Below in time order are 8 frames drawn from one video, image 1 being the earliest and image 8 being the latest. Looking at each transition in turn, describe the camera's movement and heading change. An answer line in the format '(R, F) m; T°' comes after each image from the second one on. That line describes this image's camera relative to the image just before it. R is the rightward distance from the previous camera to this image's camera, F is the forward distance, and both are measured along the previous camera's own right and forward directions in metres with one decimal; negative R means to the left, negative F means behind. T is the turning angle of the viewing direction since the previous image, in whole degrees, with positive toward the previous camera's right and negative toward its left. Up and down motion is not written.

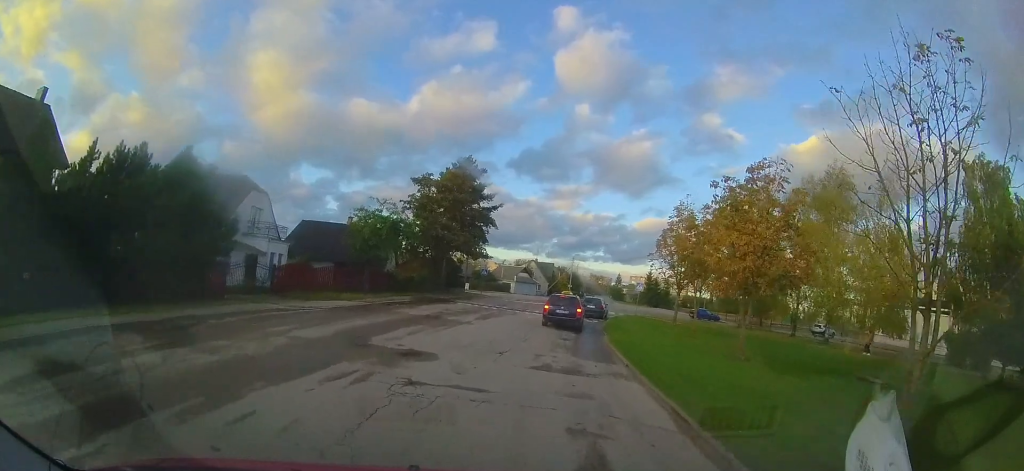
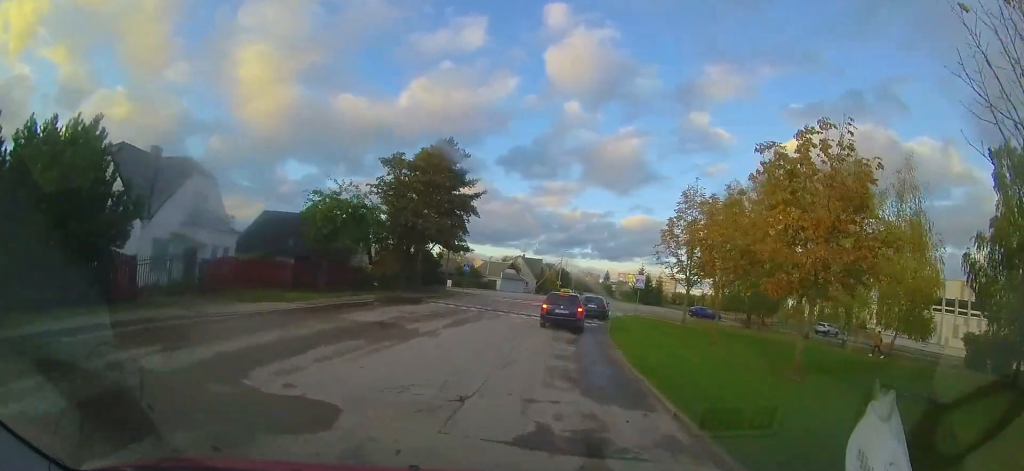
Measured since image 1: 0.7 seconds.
(-0.1, +3.6) m; -1°
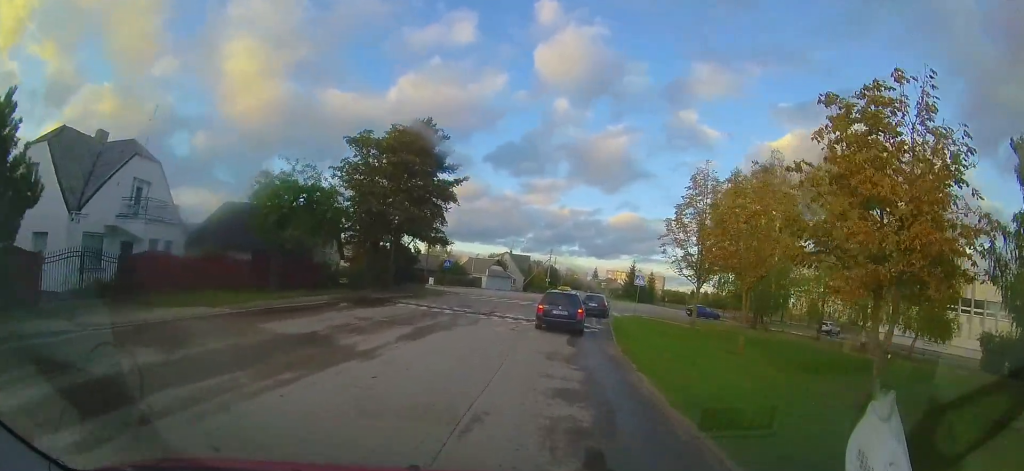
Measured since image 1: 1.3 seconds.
(0.0, +3.0) m; +1°
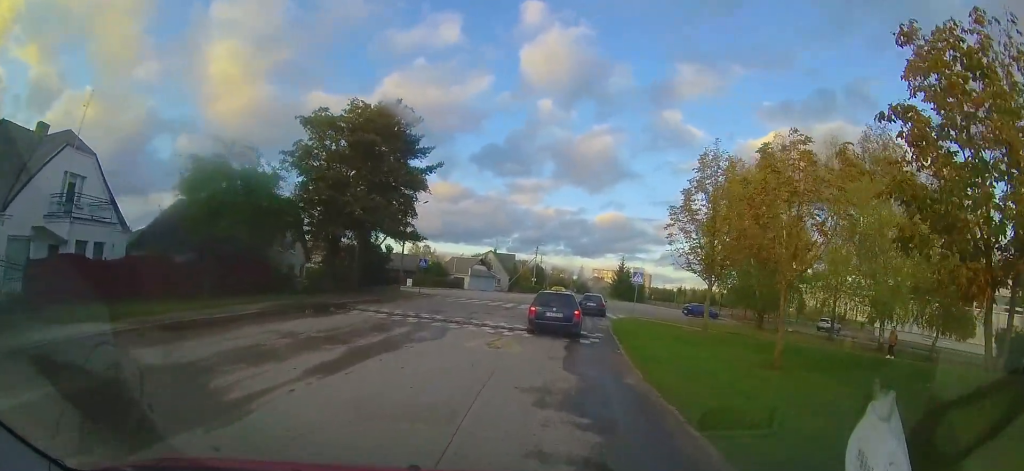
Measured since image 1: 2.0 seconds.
(0.0, +3.3) m; +2°
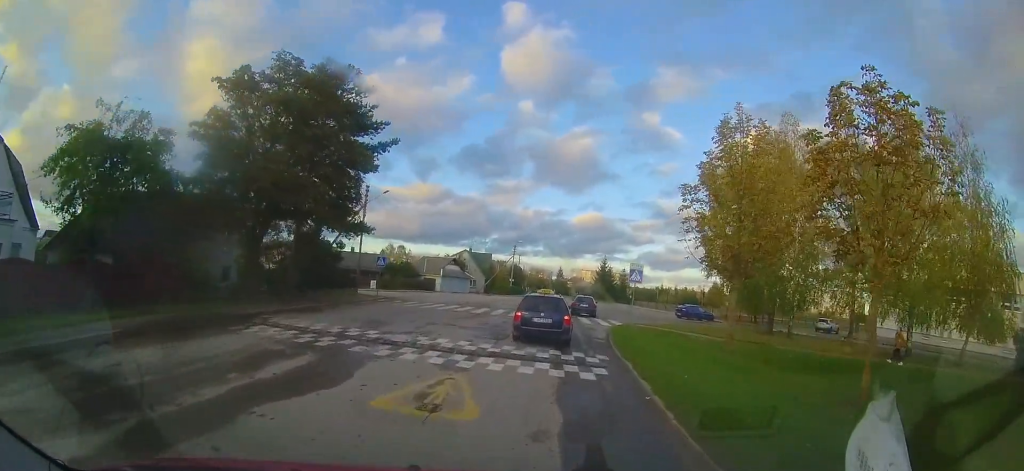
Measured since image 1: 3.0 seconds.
(+0.2, +4.9) m; +2°
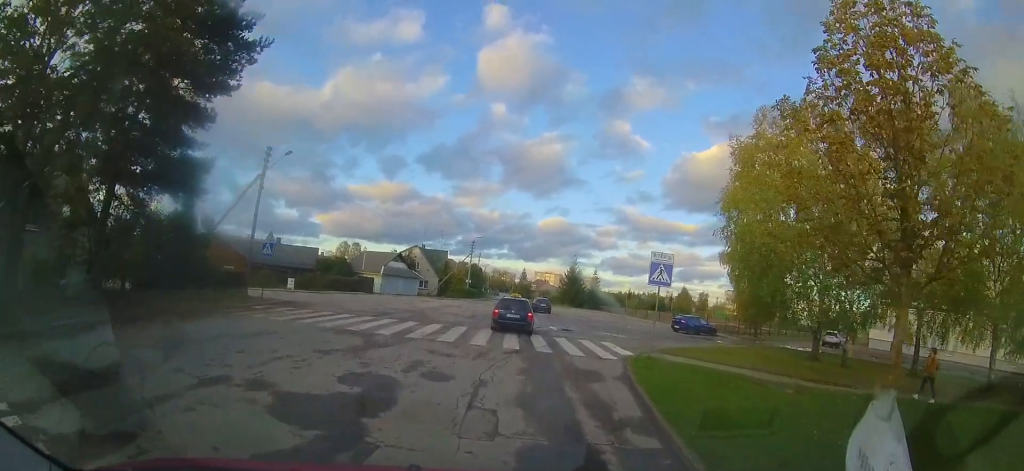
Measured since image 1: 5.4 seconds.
(-0.1, +11.3) m; +3°
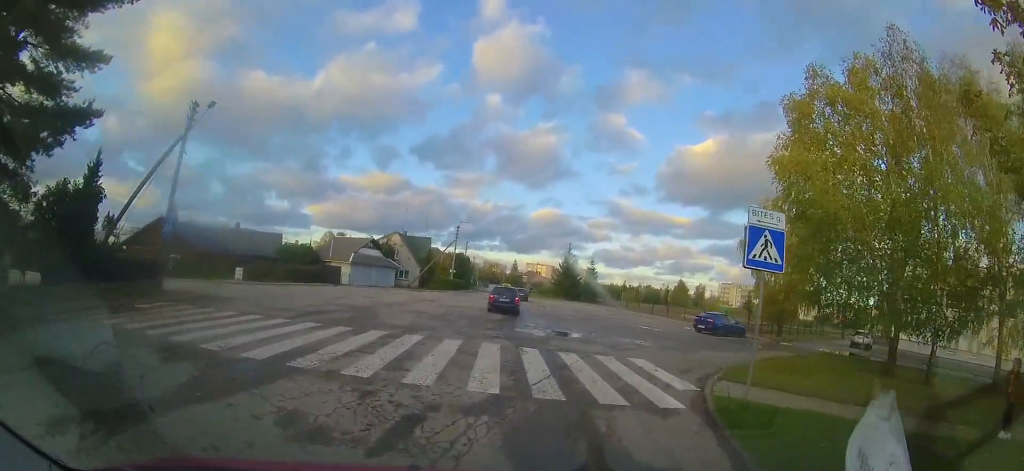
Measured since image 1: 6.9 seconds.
(0.0, +8.4) m; 0°
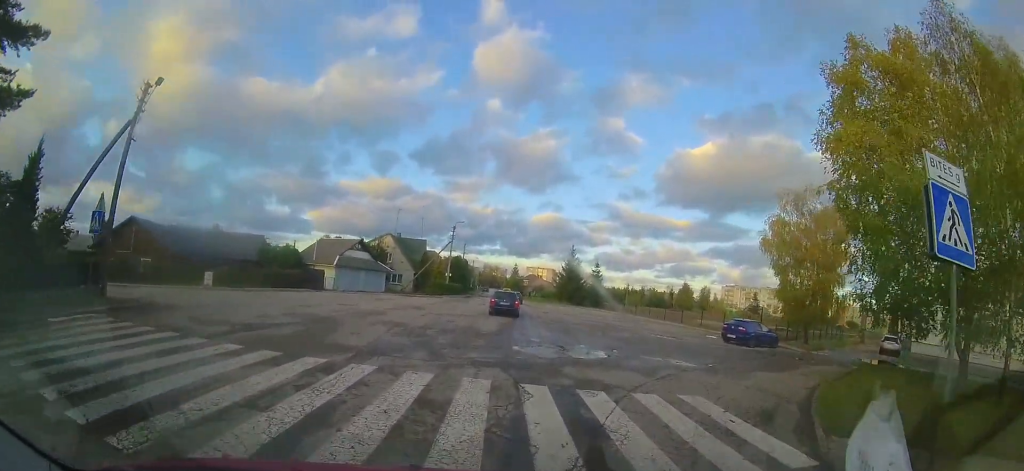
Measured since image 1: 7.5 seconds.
(+0.2, +4.6) m; -1°
